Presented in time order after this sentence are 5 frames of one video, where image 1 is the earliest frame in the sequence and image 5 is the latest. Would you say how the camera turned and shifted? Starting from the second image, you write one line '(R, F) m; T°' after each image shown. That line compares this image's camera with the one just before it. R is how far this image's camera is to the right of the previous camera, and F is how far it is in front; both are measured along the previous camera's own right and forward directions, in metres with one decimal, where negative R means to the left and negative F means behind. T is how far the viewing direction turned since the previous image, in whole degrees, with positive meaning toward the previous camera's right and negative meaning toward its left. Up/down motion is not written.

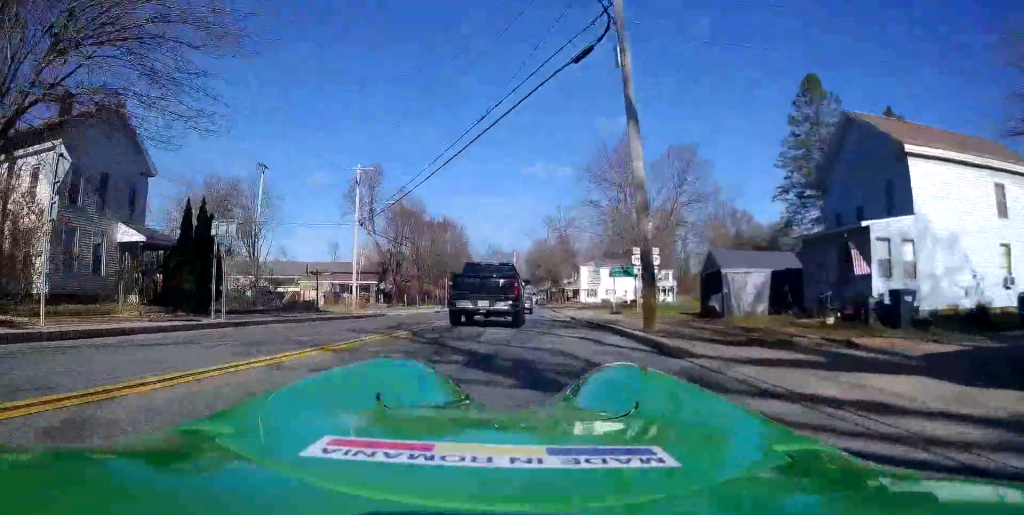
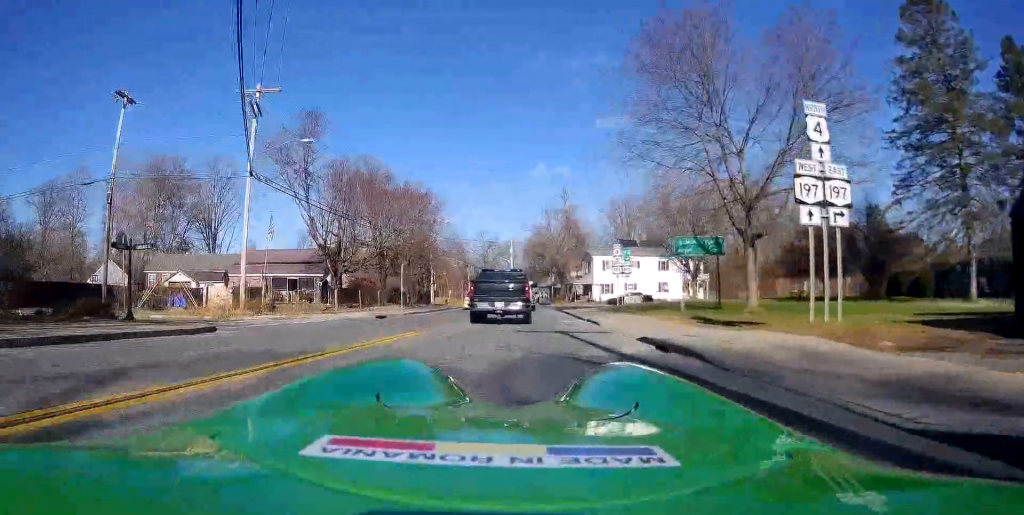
(-0.1, +18.8) m; -1°
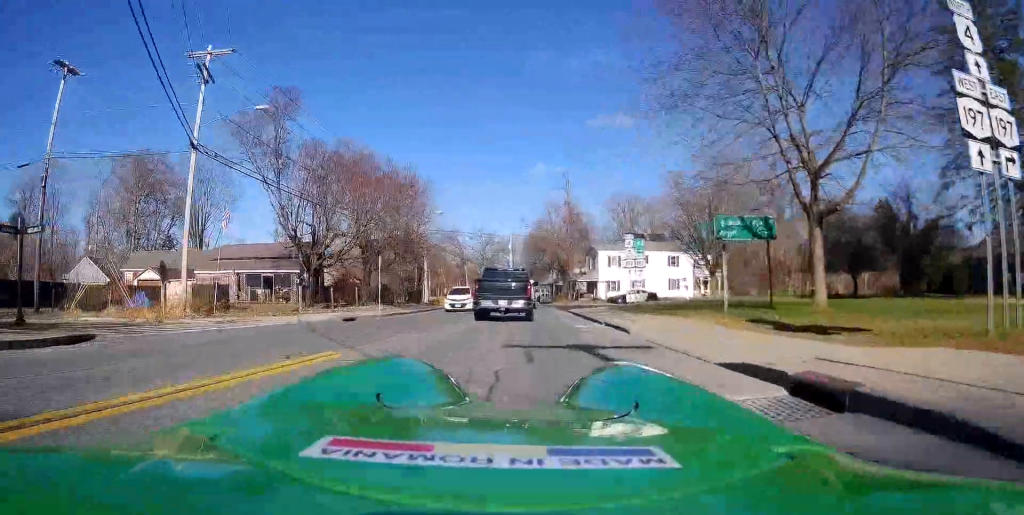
(0.0, +5.3) m; 0°
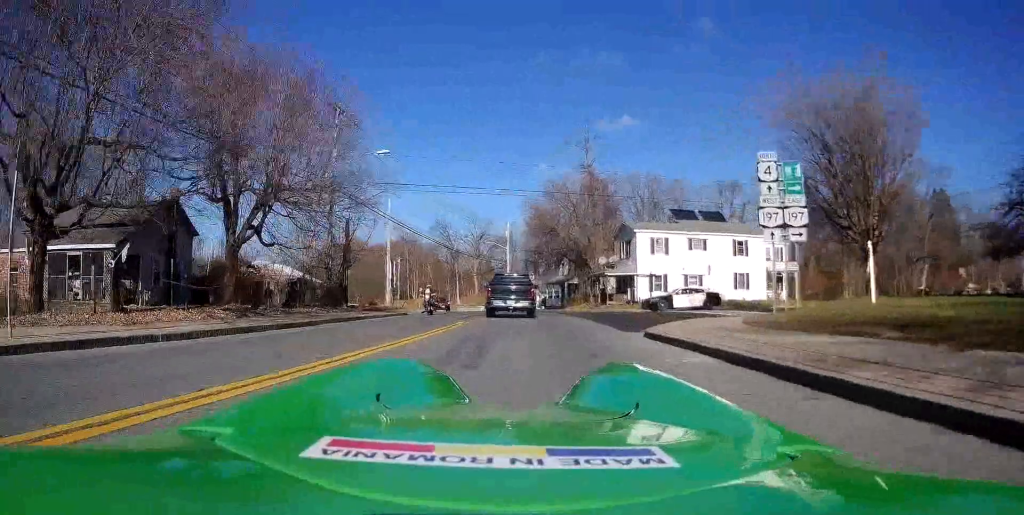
(-0.2, +23.1) m; +2°
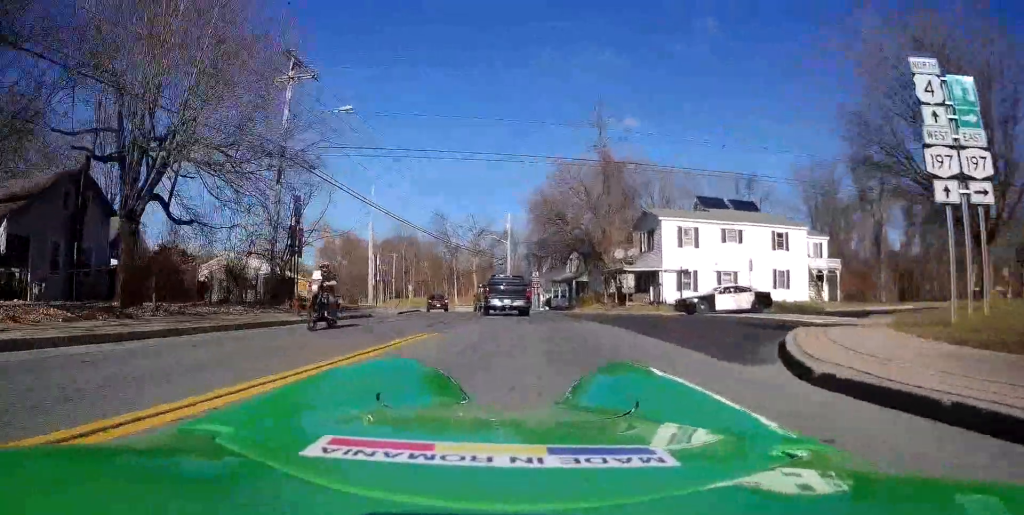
(+0.4, +7.9) m; -1°
